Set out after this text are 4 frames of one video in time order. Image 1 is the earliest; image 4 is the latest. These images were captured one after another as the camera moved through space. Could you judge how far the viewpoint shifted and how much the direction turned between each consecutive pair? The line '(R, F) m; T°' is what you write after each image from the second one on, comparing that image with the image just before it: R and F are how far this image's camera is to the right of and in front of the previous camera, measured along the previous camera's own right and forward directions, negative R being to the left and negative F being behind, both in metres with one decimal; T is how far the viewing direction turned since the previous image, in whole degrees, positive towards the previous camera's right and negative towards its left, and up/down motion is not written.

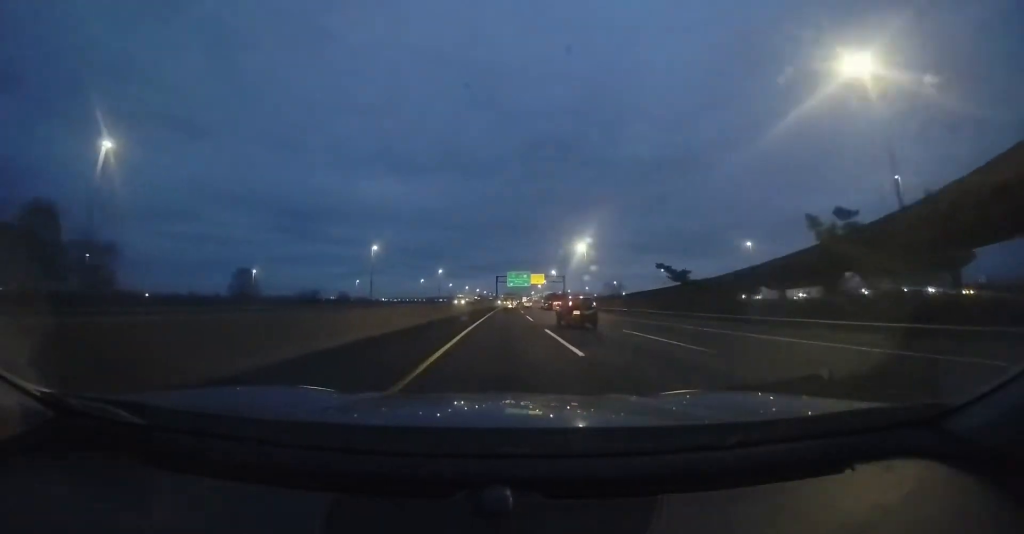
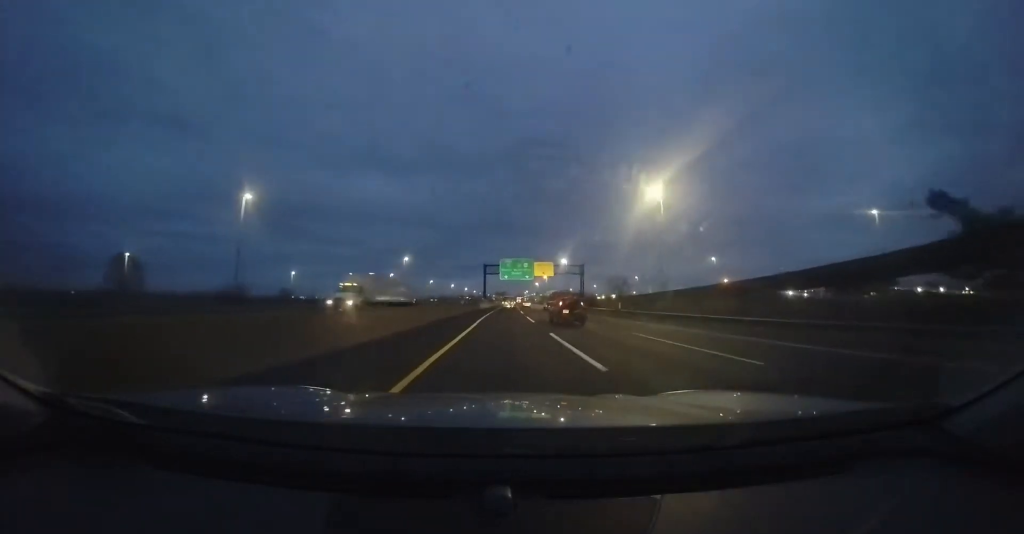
(+0.3, +32.4) m; +1°
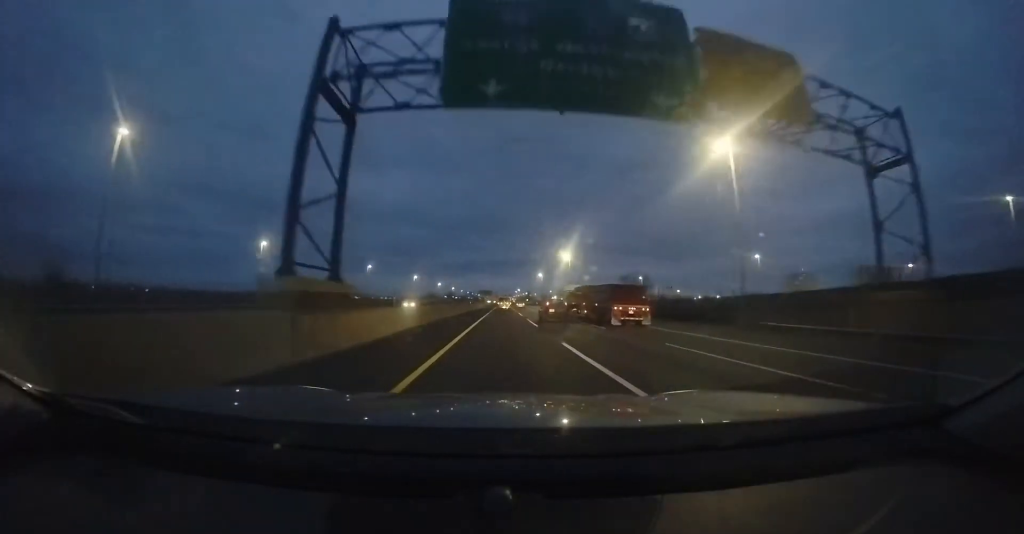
(+1.0, +65.2) m; +2°
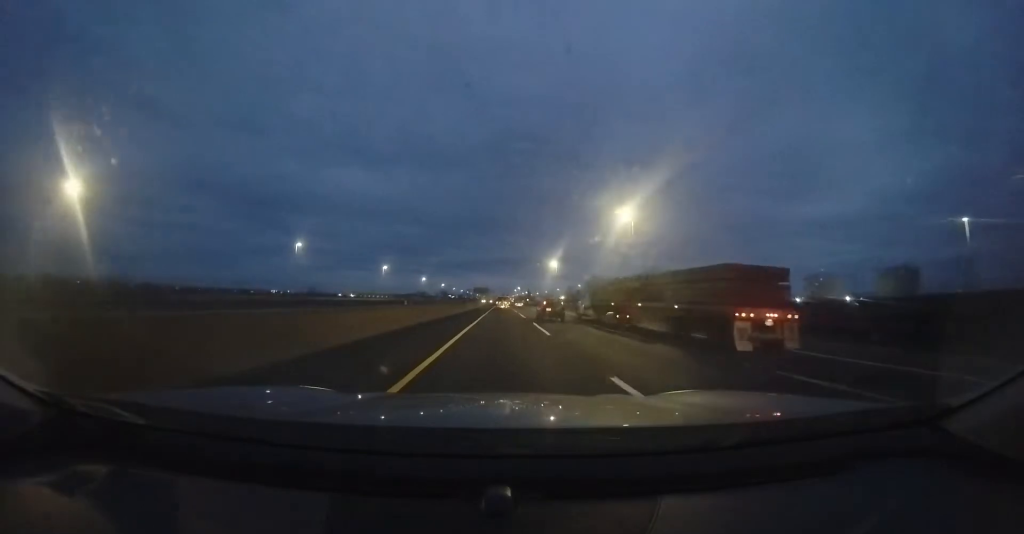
(0.0, +36.1) m; 0°
